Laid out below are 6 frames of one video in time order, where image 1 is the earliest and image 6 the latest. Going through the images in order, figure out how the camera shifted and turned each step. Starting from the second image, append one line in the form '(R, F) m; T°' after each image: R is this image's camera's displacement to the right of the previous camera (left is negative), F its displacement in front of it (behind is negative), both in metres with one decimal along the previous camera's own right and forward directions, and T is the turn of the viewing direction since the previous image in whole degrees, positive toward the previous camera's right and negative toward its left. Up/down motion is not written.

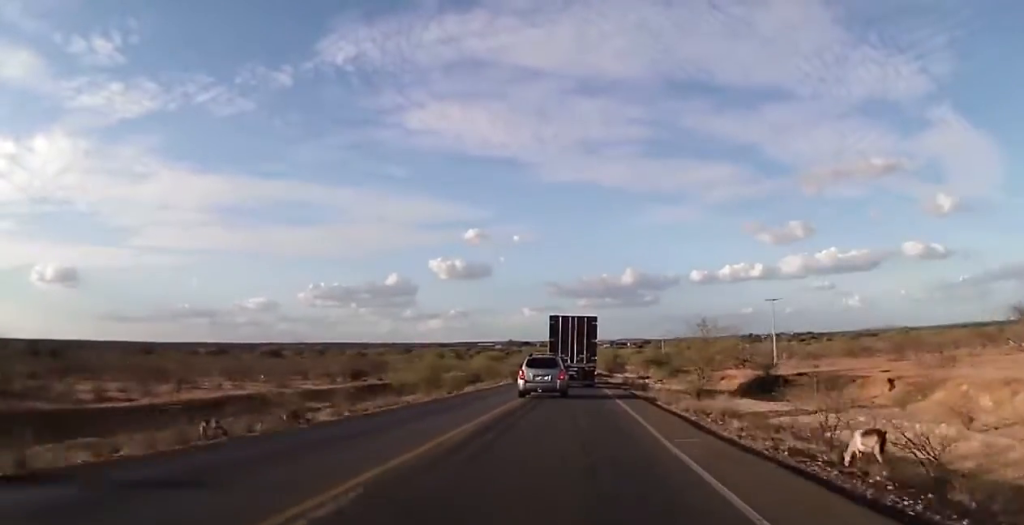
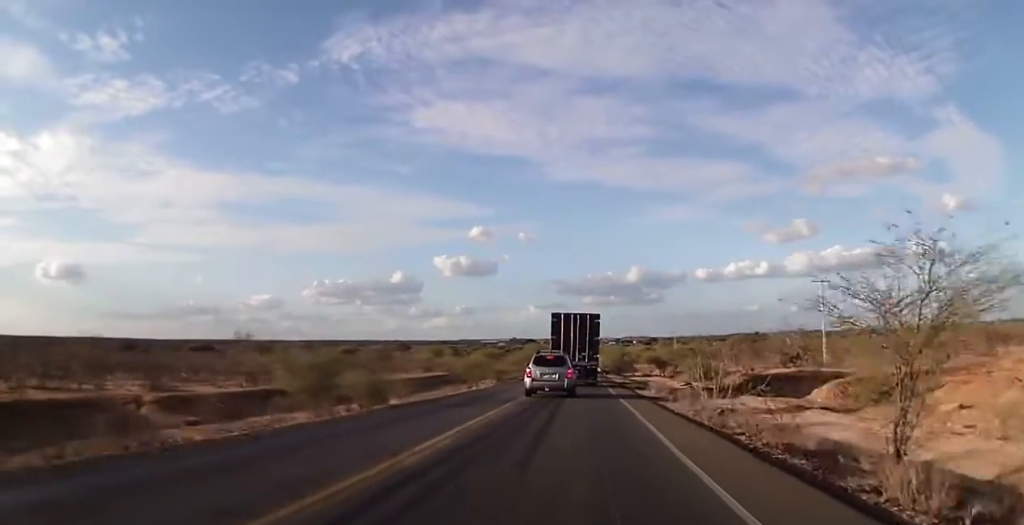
(-0.1, +18.6) m; 0°
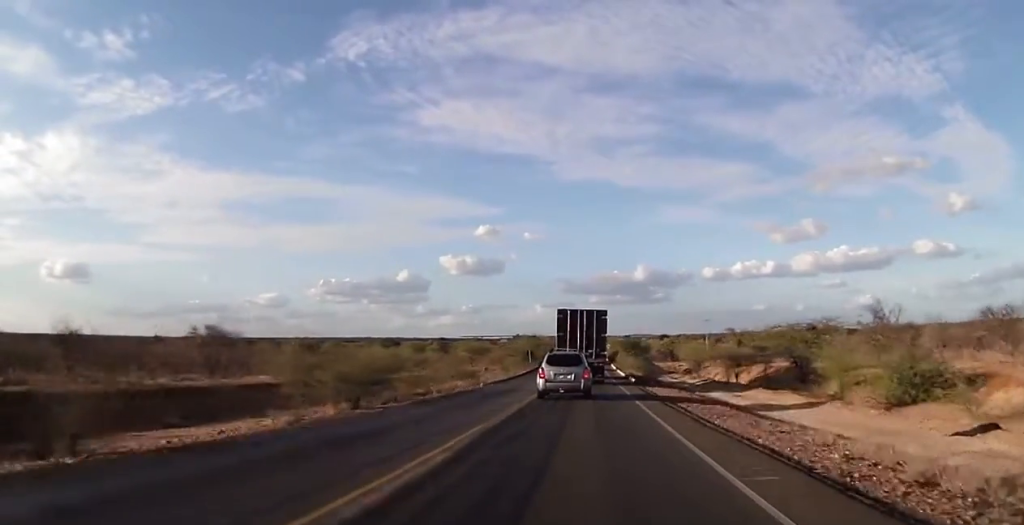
(+0.4, +41.7) m; 0°
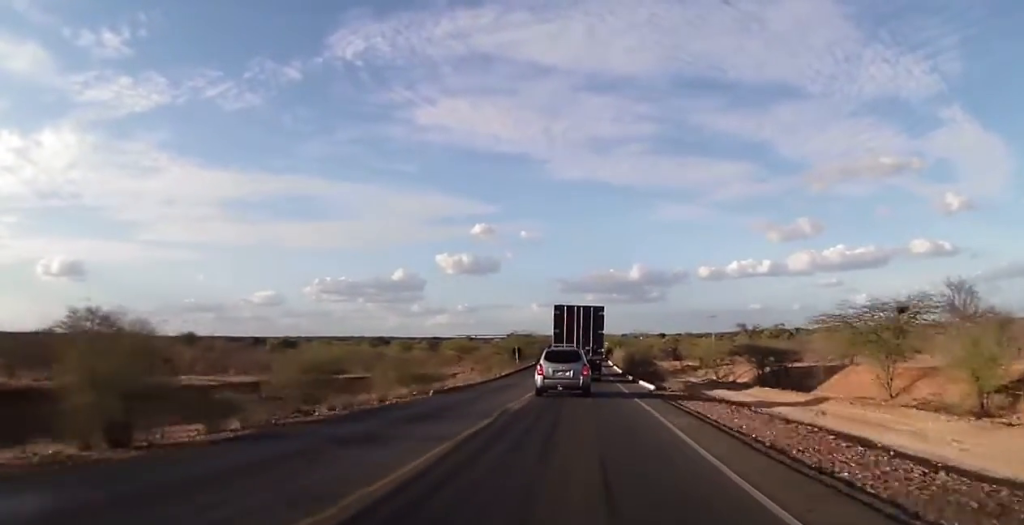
(-0.1, +12.7) m; 0°
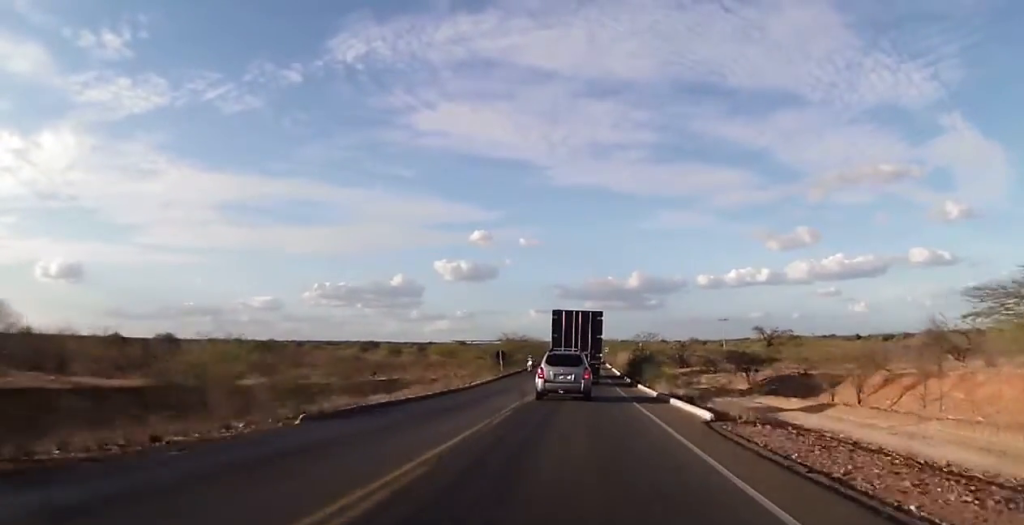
(-0.2, +14.7) m; 0°
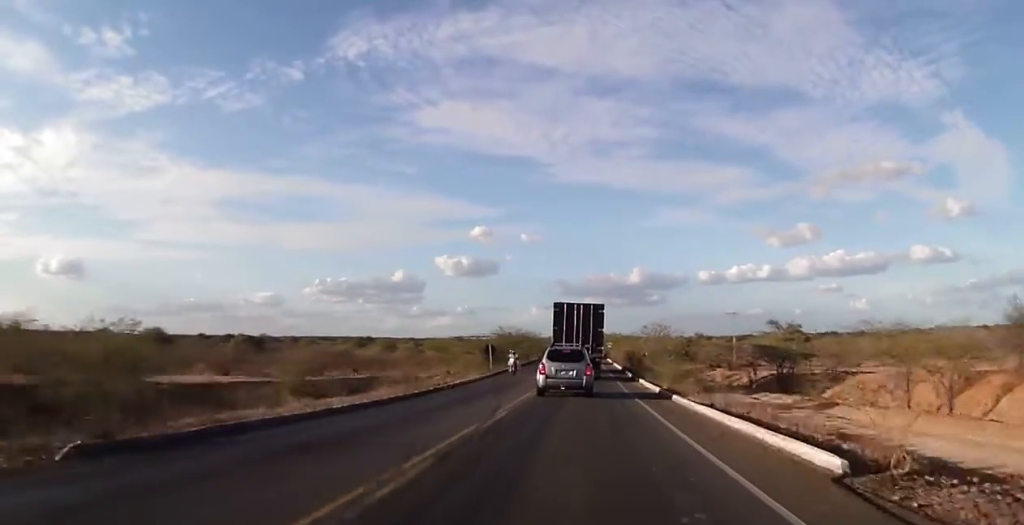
(+0.1, +8.3) m; 0°
